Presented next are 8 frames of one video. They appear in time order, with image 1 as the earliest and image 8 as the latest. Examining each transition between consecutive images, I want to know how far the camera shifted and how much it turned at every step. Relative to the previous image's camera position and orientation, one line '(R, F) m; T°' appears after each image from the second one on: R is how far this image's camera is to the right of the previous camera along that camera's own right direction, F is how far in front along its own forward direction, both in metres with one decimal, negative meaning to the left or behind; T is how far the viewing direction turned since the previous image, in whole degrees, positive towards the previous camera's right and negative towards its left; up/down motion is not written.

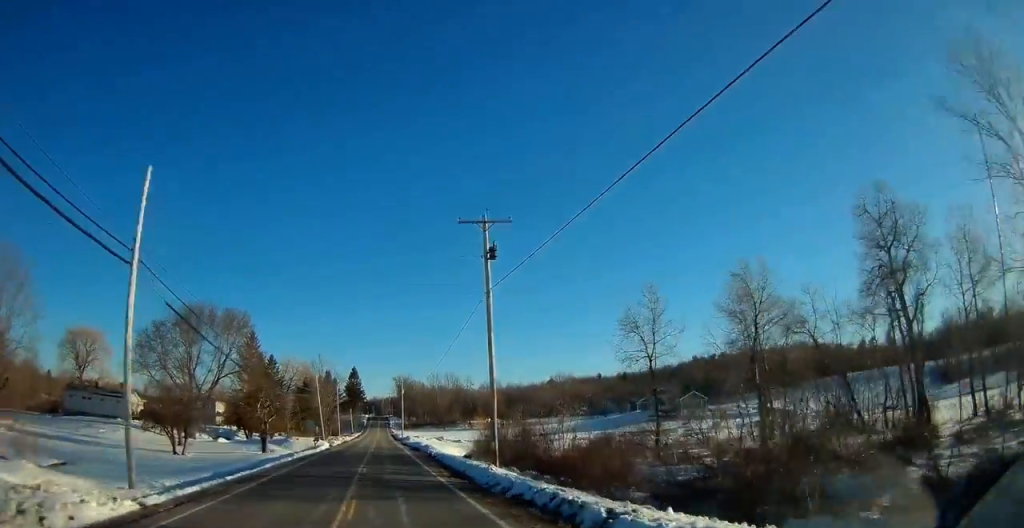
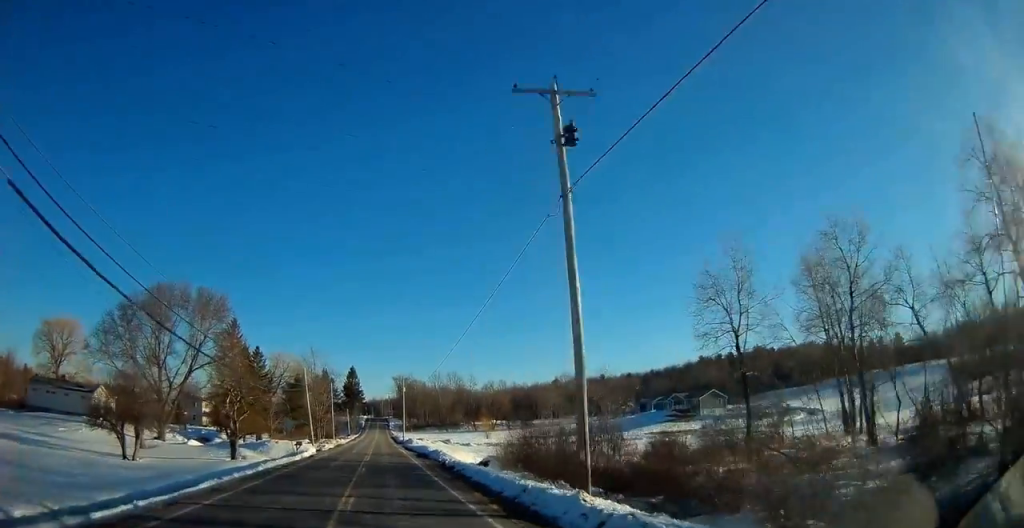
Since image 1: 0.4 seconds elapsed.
(0.0, +11.2) m; 0°
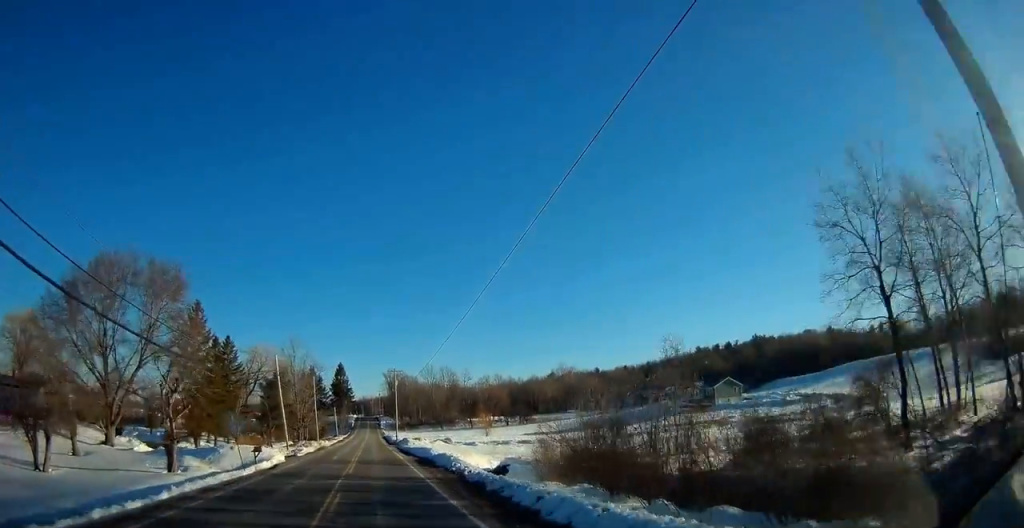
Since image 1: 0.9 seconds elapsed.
(0.0, +12.1) m; 0°
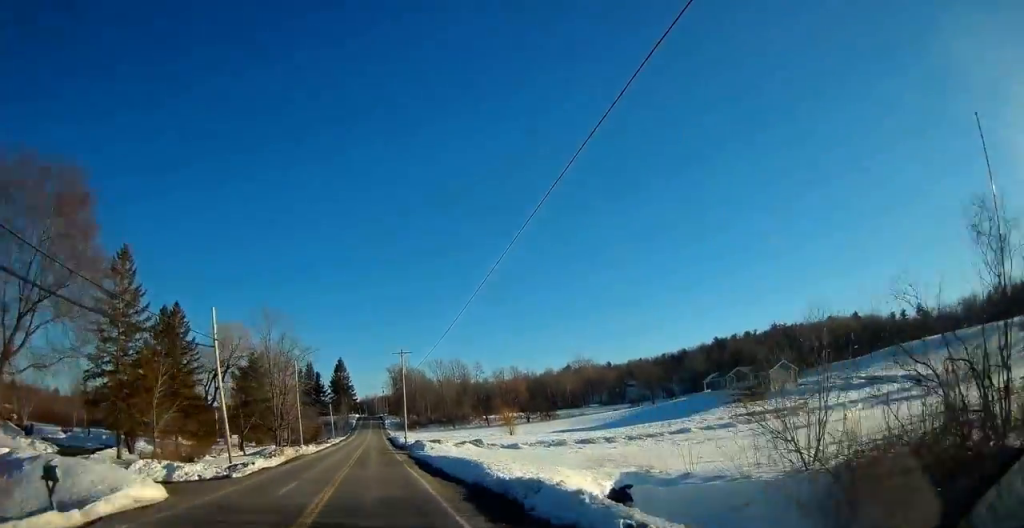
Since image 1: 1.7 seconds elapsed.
(+0.1, +21.6) m; 0°
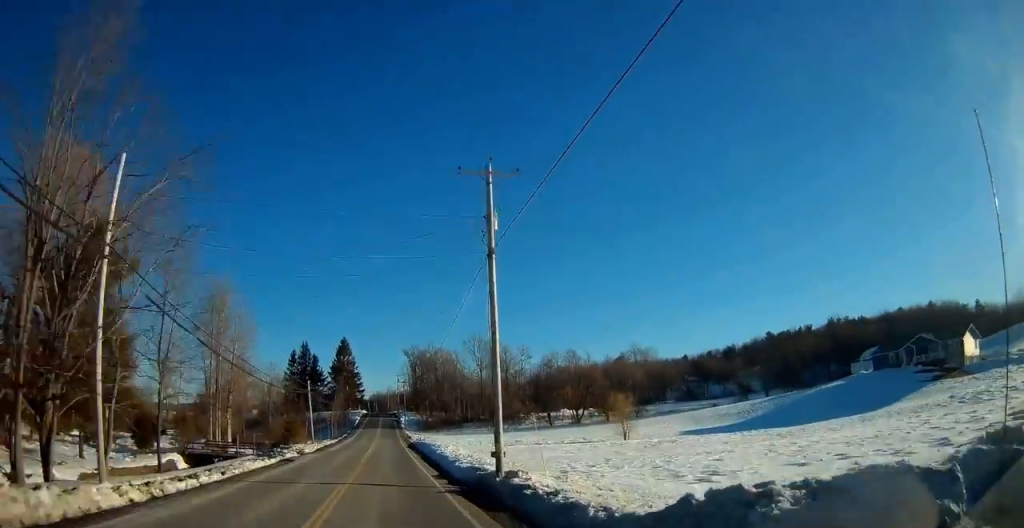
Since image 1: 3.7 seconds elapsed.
(-0.4, +51.5) m; -1°
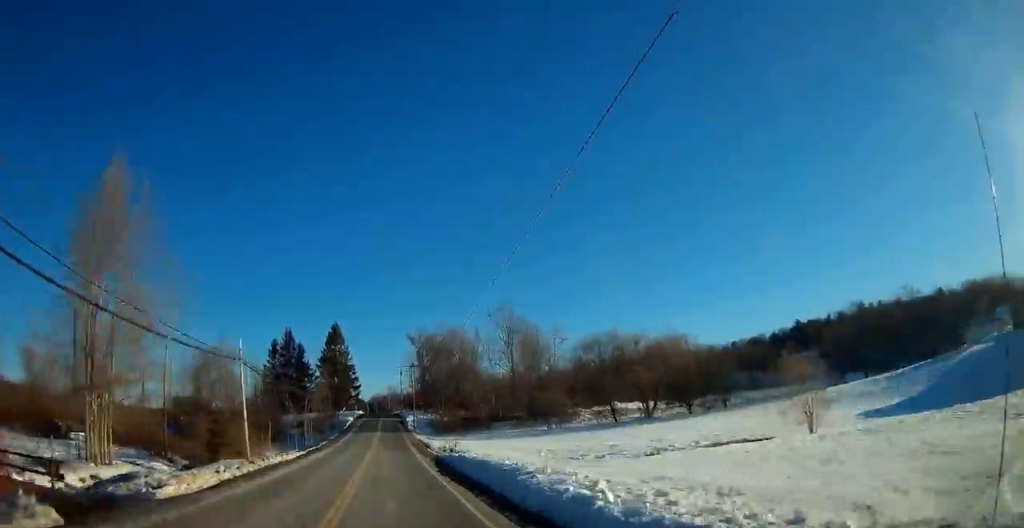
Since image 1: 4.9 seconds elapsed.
(+0.2, +32.5) m; +1°
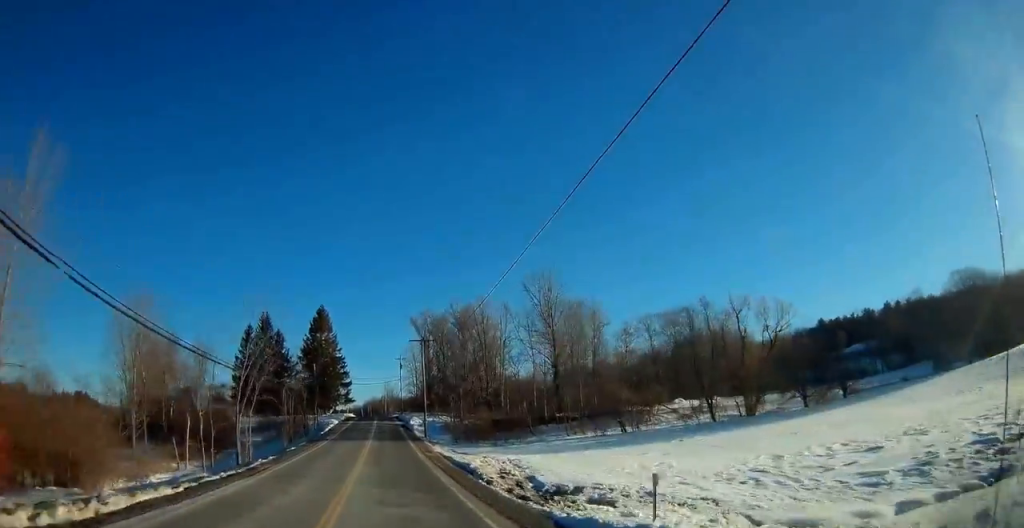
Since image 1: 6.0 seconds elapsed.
(0.0, +27.1) m; 0°
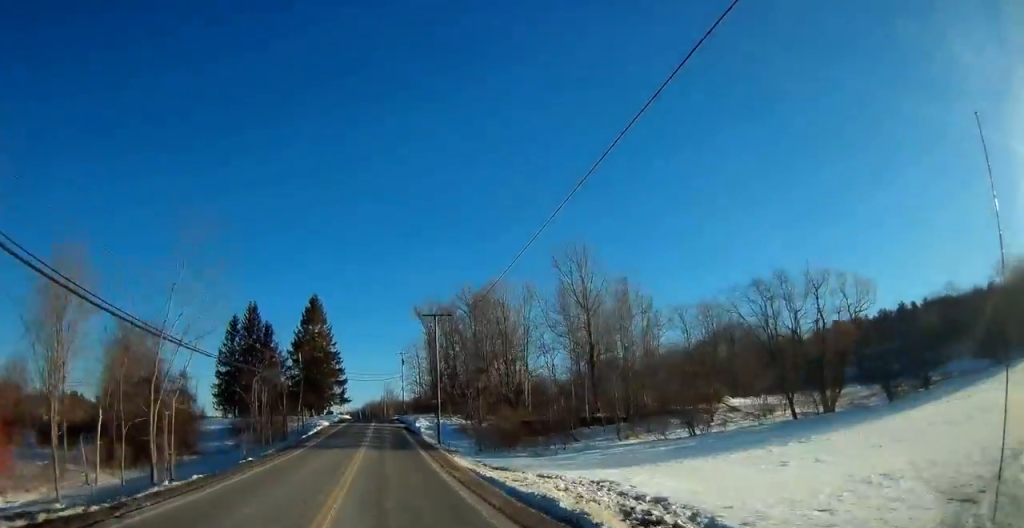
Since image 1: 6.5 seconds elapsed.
(0.0, +13.1) m; 0°
